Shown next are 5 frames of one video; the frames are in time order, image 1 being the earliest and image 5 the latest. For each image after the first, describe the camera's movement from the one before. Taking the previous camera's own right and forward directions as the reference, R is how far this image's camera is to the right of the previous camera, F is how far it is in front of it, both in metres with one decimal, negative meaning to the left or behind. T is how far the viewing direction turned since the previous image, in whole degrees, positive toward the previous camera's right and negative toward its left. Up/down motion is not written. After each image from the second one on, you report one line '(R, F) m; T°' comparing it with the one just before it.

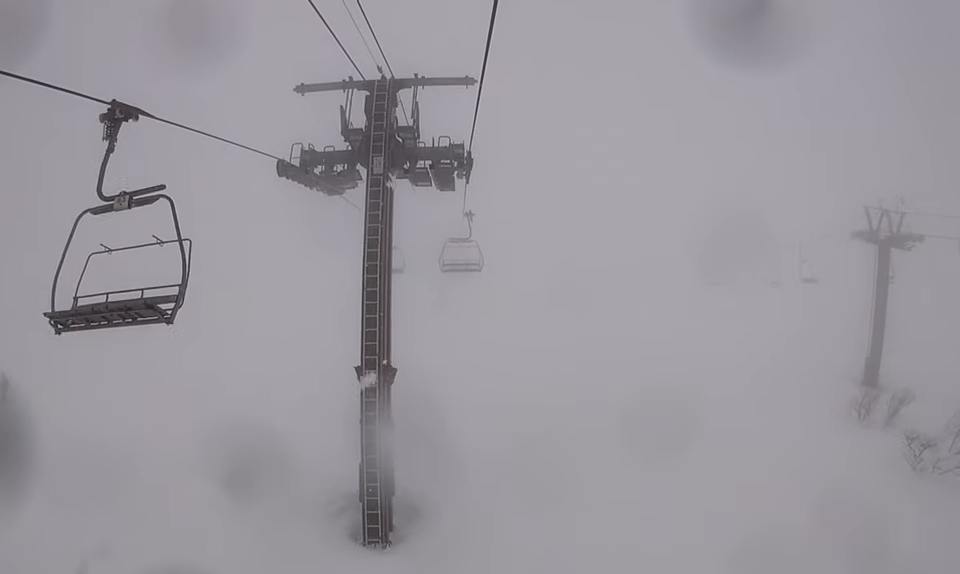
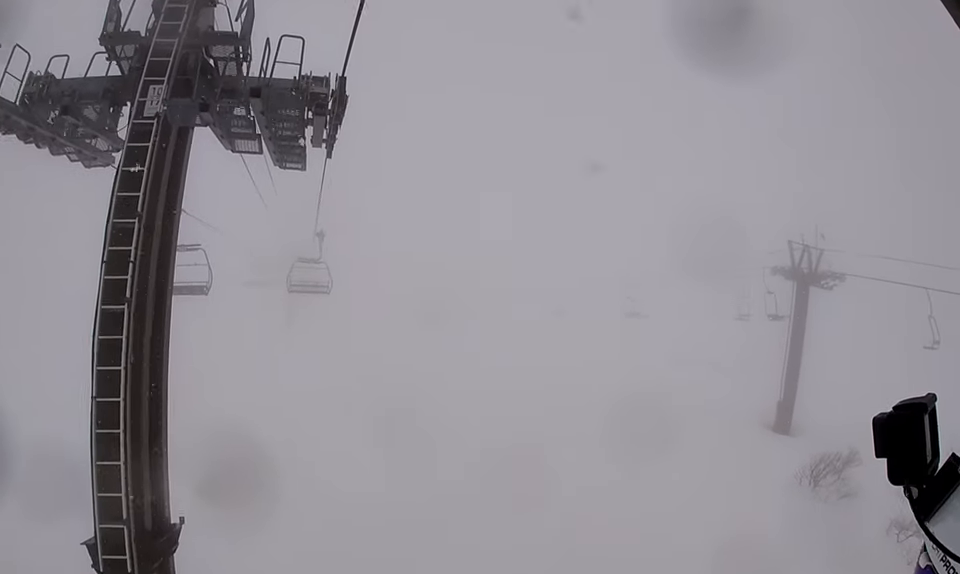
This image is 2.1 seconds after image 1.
(0.0, +6.2) m; 0°
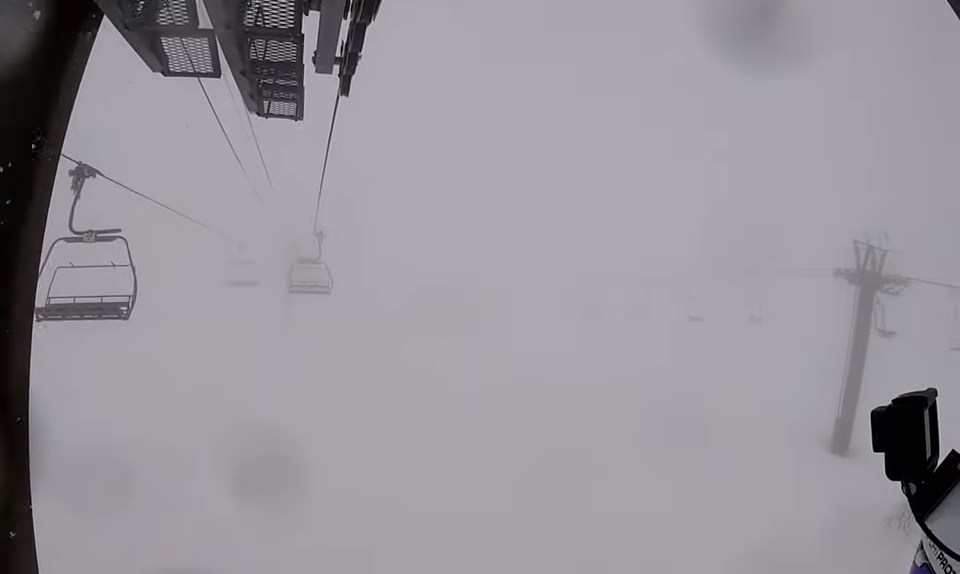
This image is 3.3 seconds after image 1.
(0.0, +3.9) m; 0°
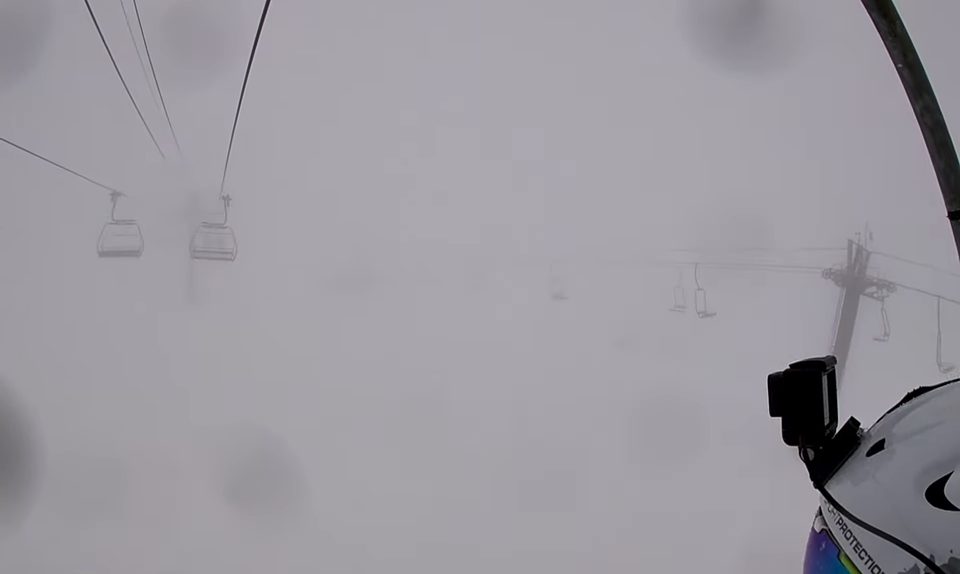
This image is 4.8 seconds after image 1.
(0.0, +4.3) m; 0°
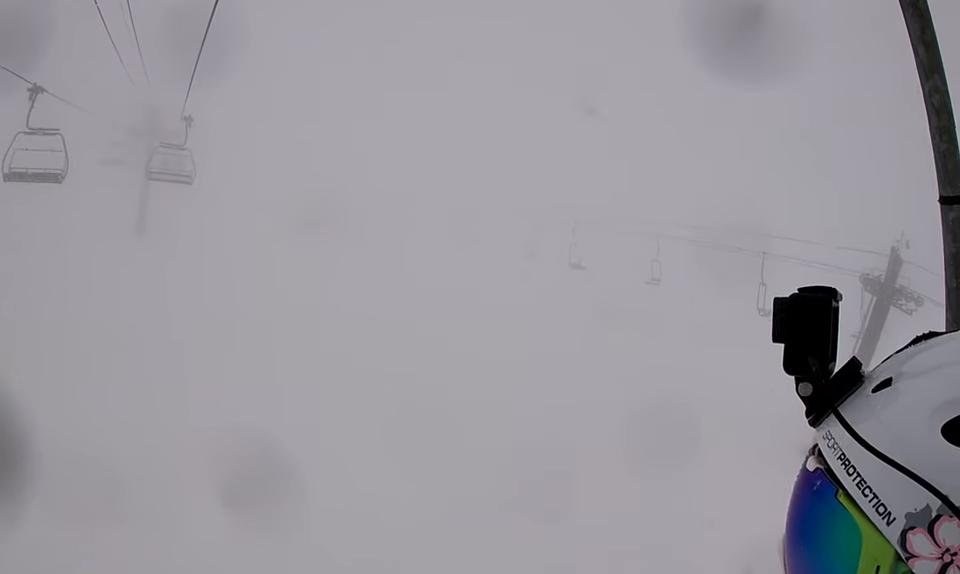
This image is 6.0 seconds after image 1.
(0.0, +3.2) m; 0°
